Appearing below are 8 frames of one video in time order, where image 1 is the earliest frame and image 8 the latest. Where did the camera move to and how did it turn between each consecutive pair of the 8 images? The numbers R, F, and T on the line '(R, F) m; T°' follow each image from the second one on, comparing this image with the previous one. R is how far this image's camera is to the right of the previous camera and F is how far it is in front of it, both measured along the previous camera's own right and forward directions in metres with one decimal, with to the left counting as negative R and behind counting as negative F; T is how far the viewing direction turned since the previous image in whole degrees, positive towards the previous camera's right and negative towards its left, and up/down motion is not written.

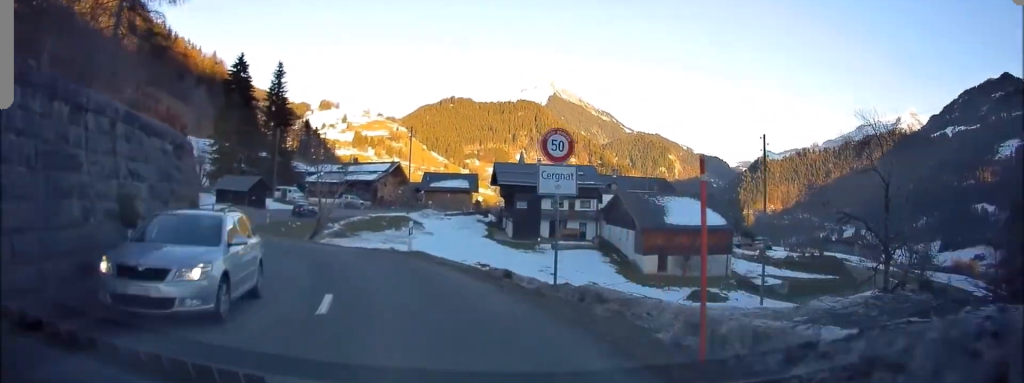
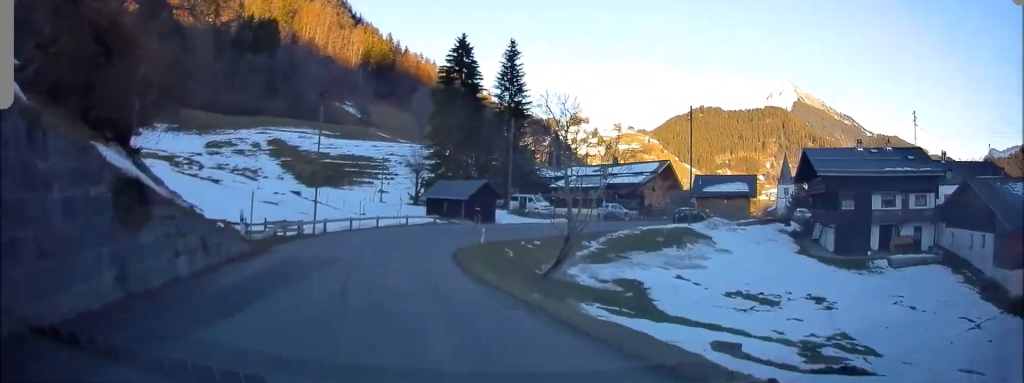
(-2.8, +19.5) m; -13°
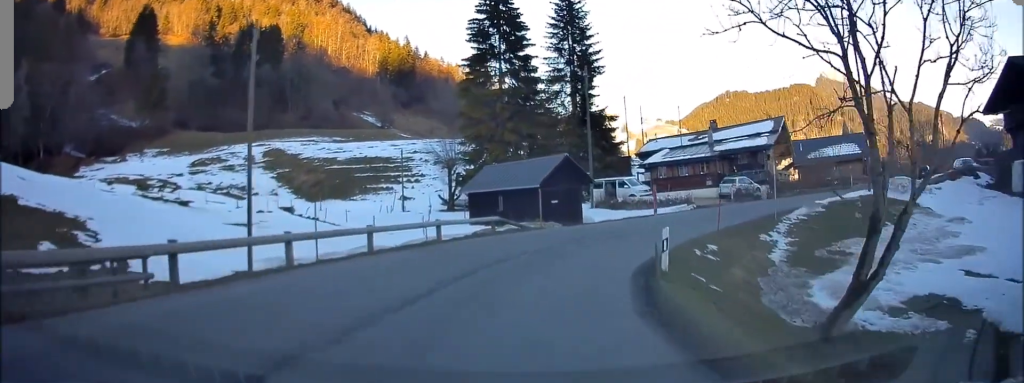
(-1.9, +21.3) m; -3°
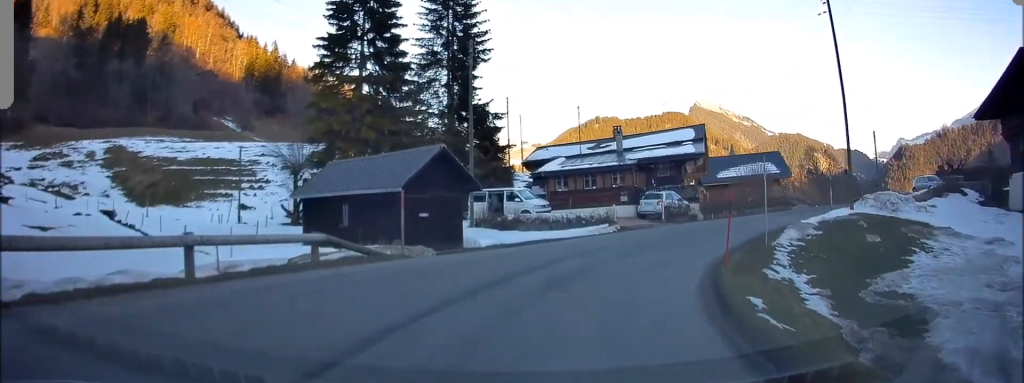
(+0.8, +10.6) m; +12°
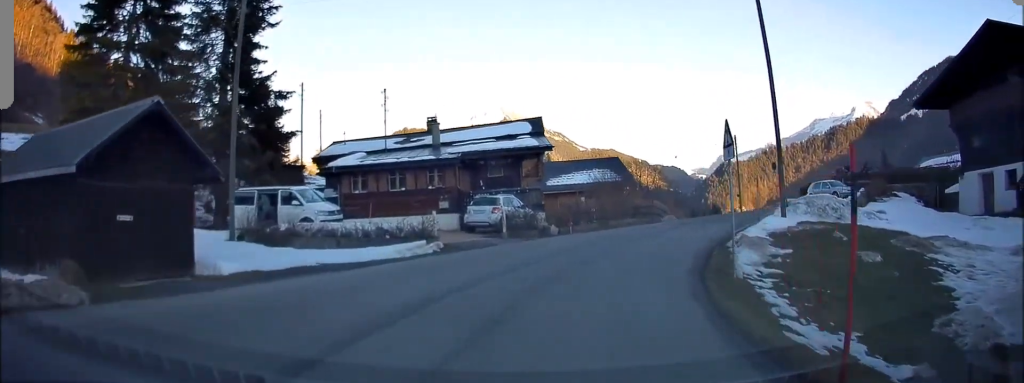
(+1.2, +9.5) m; +17°
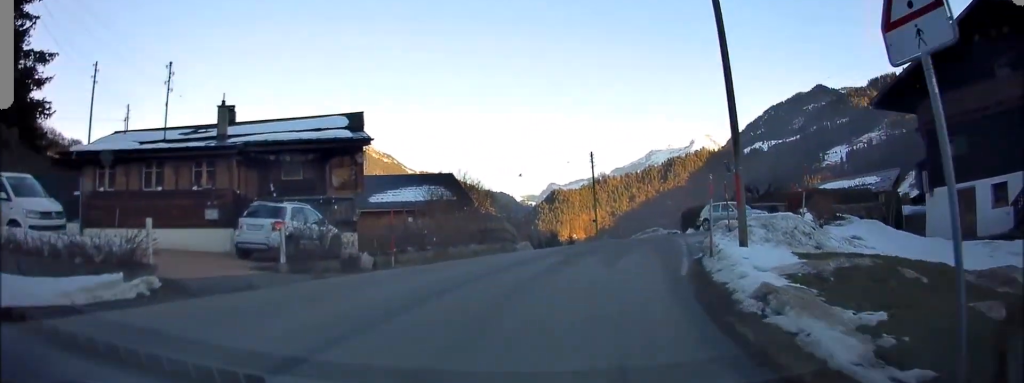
(+1.3, +8.2) m; +16°
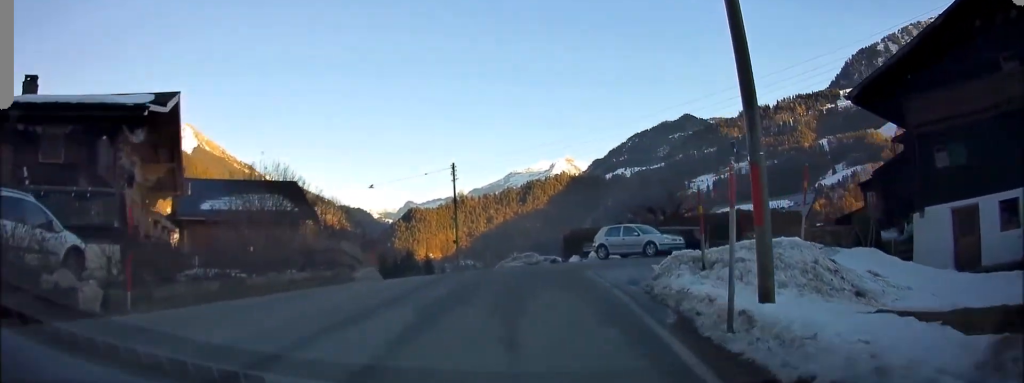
(+0.9, +6.6) m; +10°
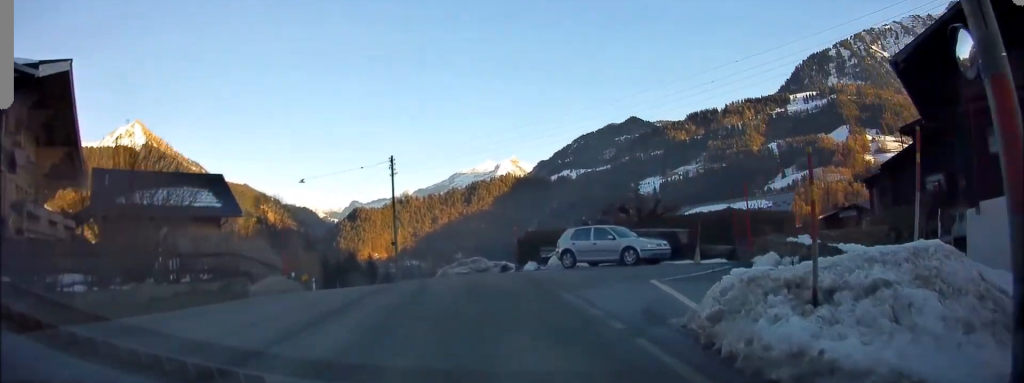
(+0.2, +4.8) m; +3°
